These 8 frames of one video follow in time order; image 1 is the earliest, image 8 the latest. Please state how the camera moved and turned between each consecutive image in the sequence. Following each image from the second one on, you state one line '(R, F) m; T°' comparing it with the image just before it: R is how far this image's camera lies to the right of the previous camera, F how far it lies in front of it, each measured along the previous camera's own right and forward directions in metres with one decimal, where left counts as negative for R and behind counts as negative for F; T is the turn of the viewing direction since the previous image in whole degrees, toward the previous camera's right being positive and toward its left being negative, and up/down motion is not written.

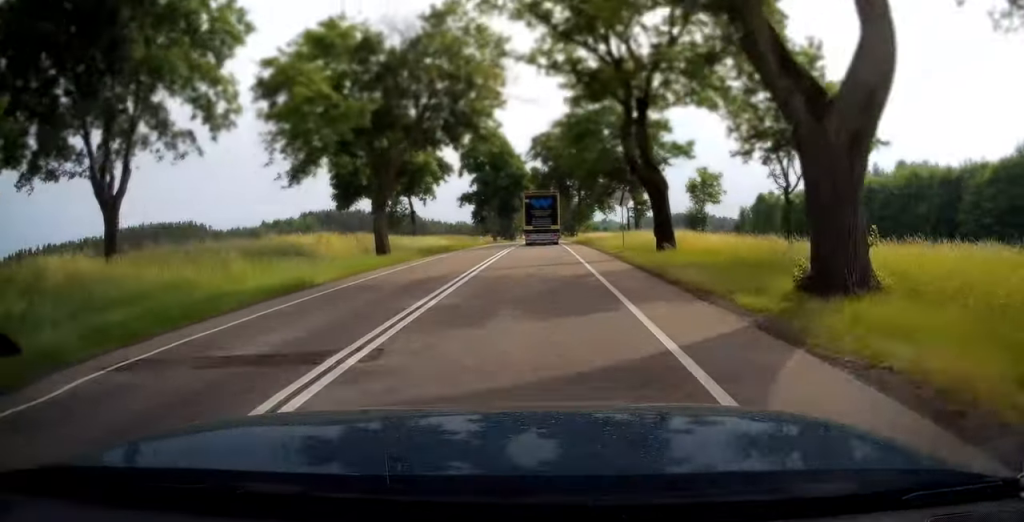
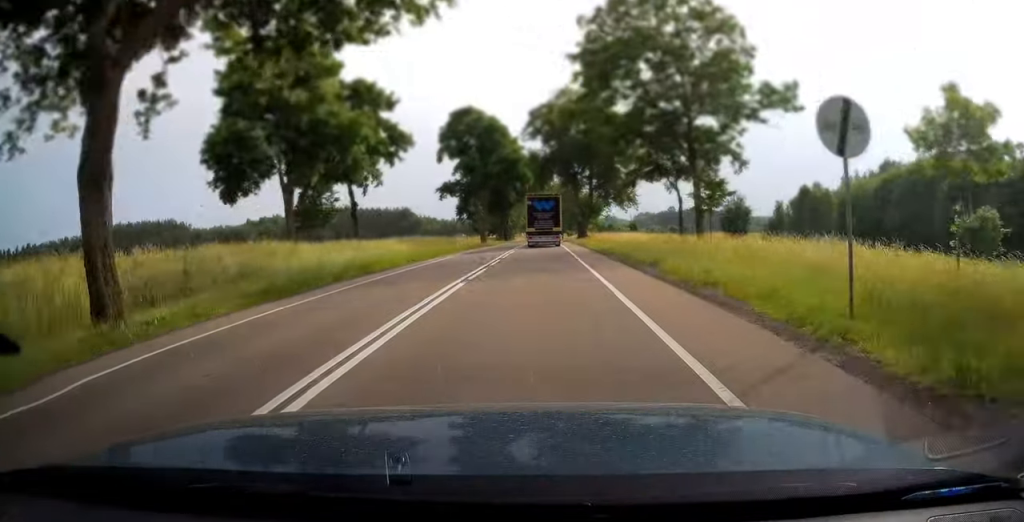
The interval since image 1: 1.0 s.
(0.0, +22.4) m; 0°
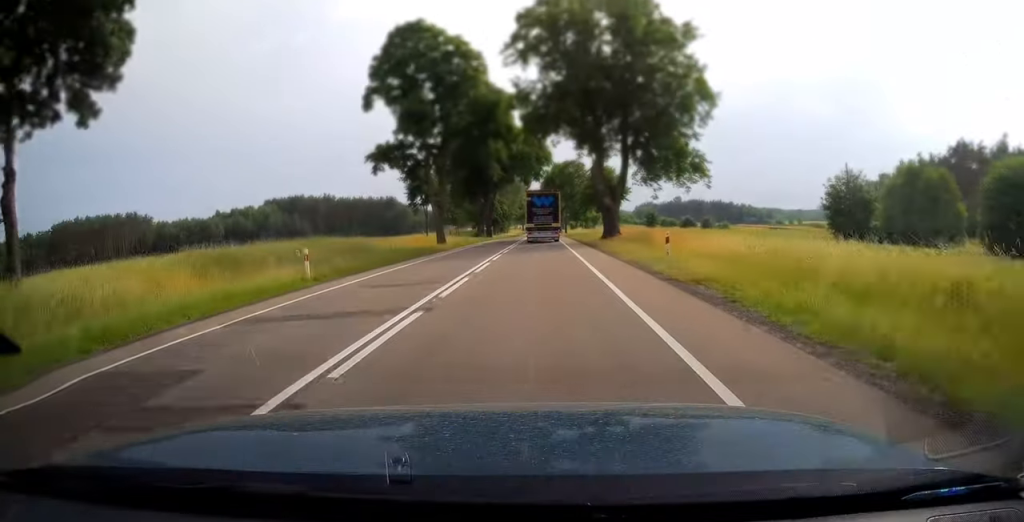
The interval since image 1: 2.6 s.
(0.0, +34.8) m; 0°
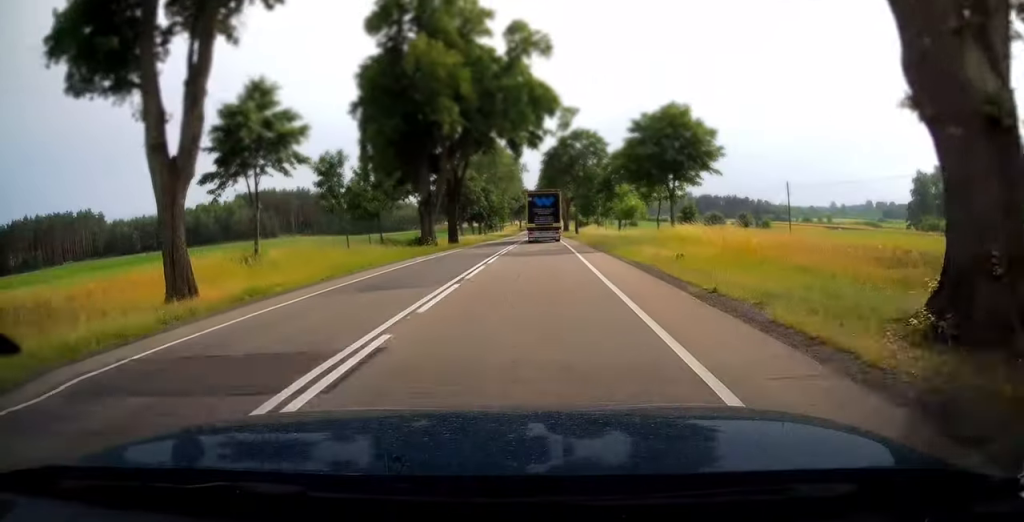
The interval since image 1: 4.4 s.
(0.0, +38.7) m; 0°
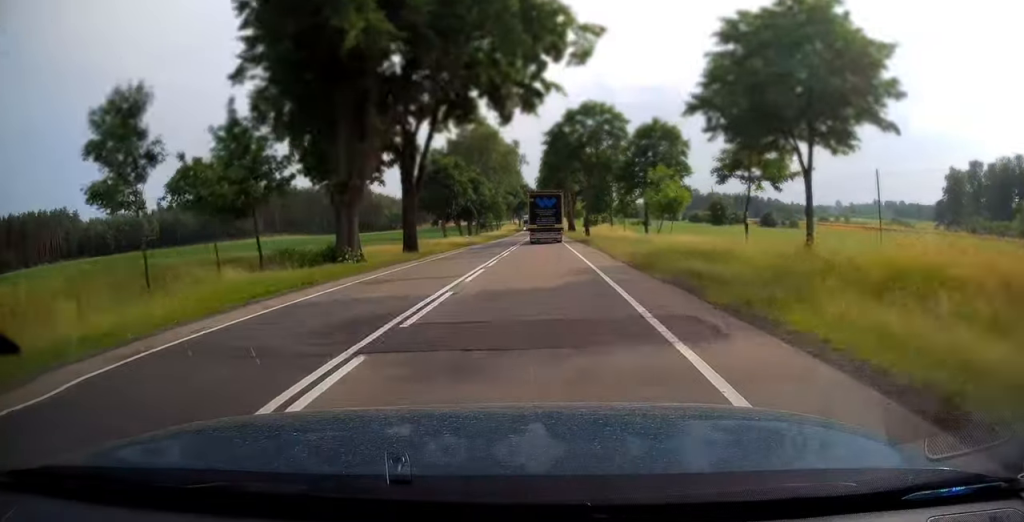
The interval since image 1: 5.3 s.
(-0.1, +19.2) m; 0°
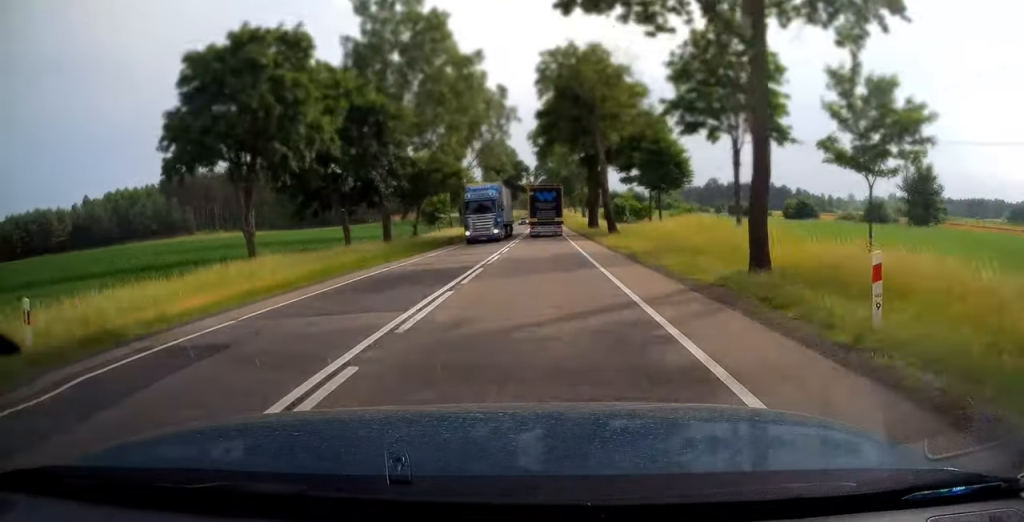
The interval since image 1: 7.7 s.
(+0.1, +54.6) m; 0°
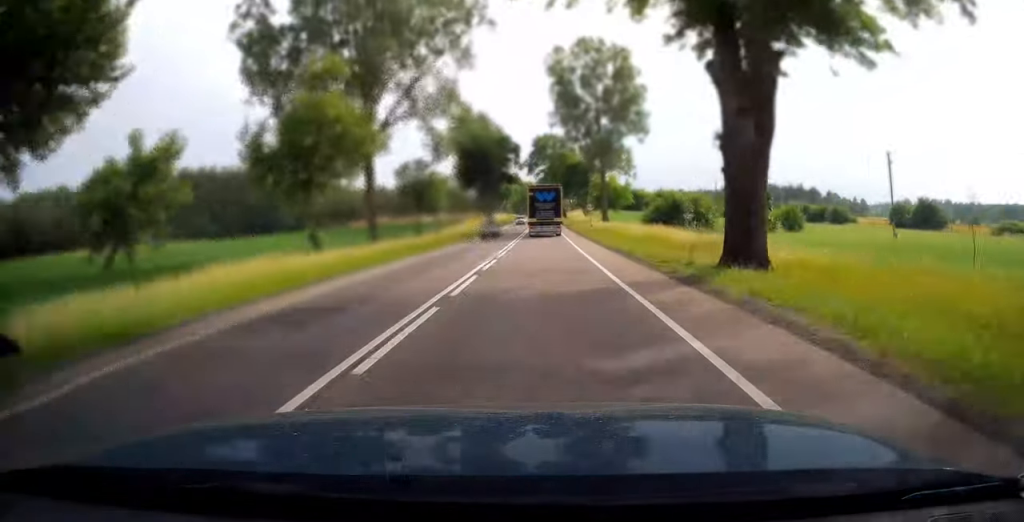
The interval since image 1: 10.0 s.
(+0.1, +50.9) m; 0°
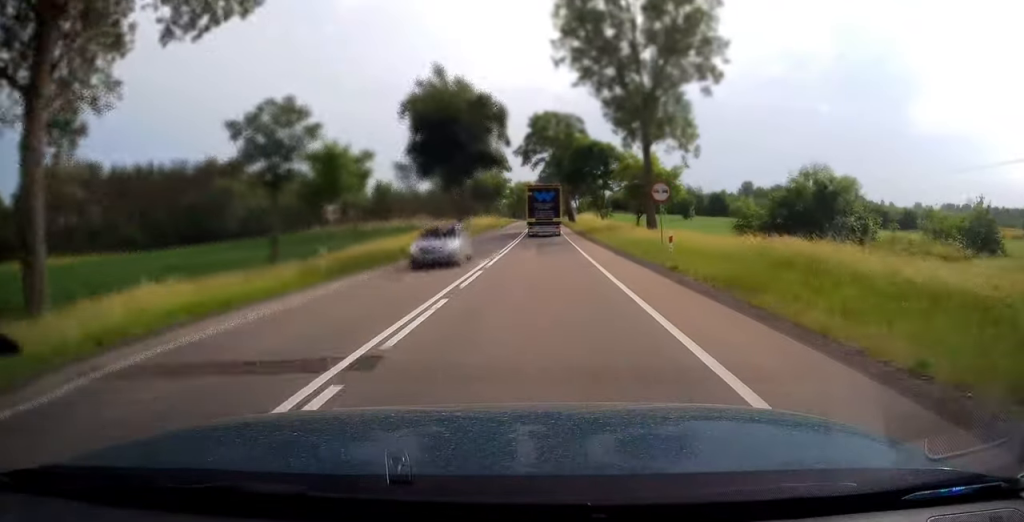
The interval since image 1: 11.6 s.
(+0.1, +34.6) m; 0°
